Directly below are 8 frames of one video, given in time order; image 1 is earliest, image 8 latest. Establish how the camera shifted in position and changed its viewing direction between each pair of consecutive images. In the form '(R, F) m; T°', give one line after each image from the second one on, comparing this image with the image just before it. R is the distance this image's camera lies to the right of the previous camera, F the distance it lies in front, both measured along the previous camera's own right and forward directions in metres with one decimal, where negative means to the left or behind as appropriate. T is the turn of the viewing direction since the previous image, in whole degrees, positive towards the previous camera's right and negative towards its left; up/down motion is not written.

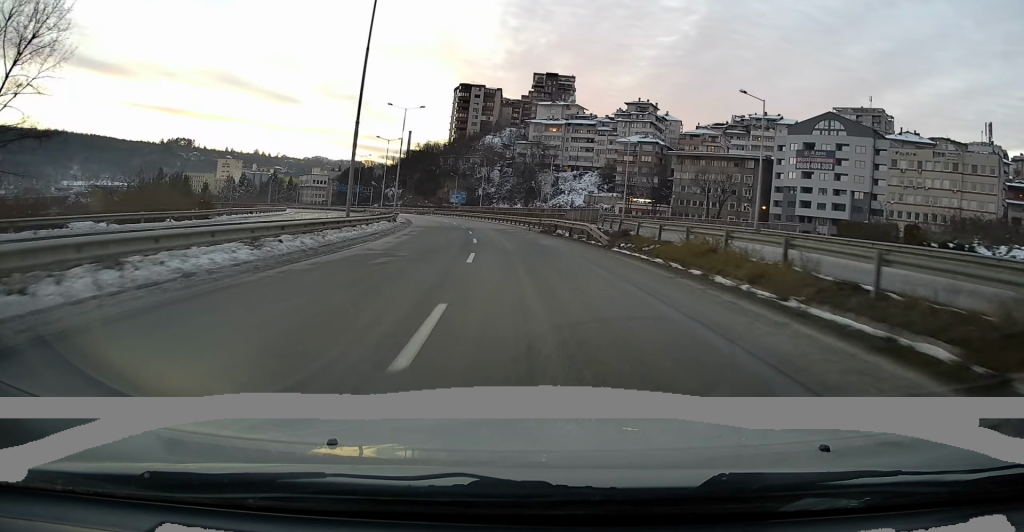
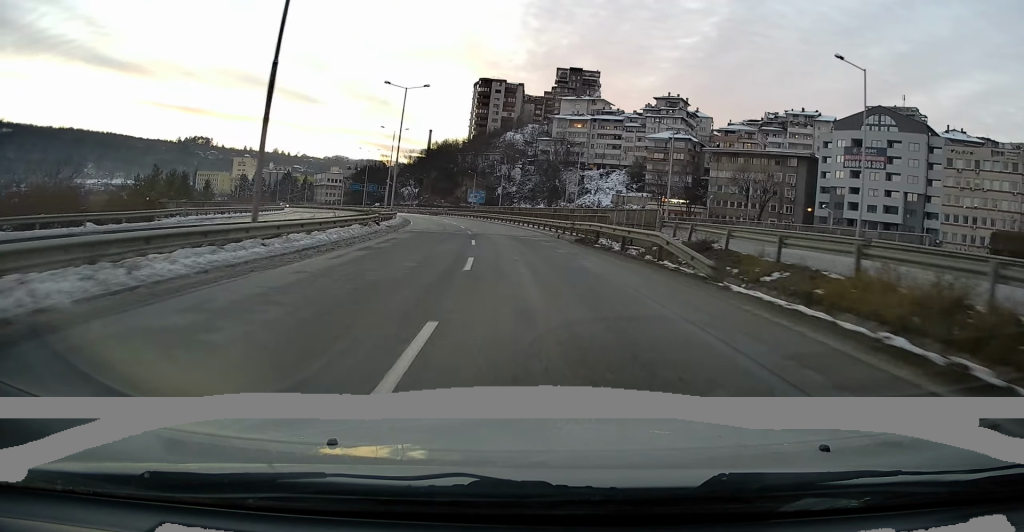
(-0.3, +10.6) m; -2°
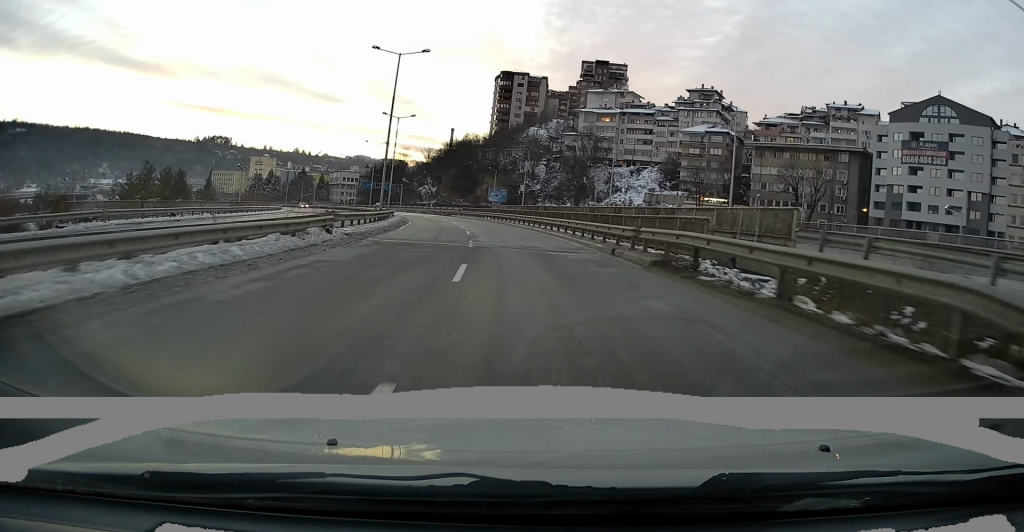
(-0.3, +11.3) m; -2°
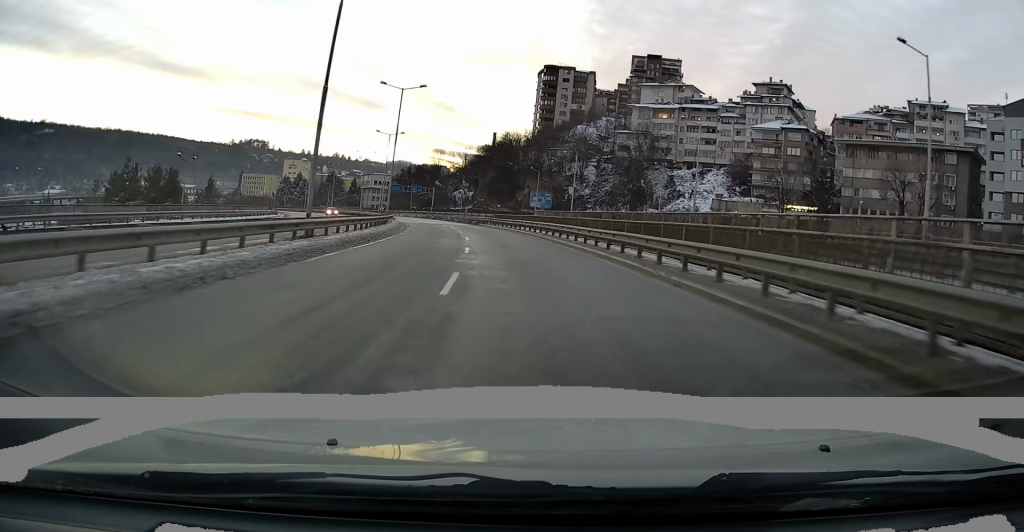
(-0.3, +19.1) m; -2°
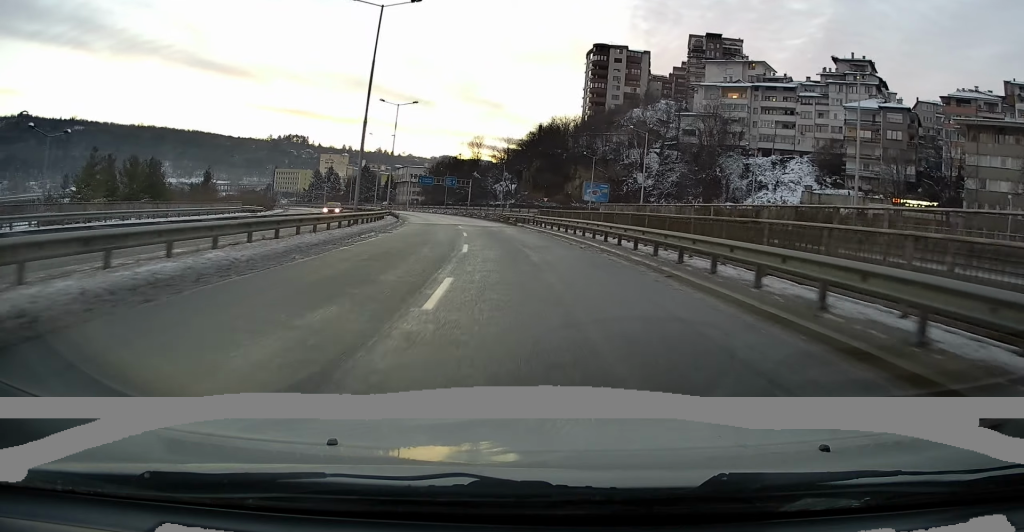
(-0.6, +19.6) m; -4°
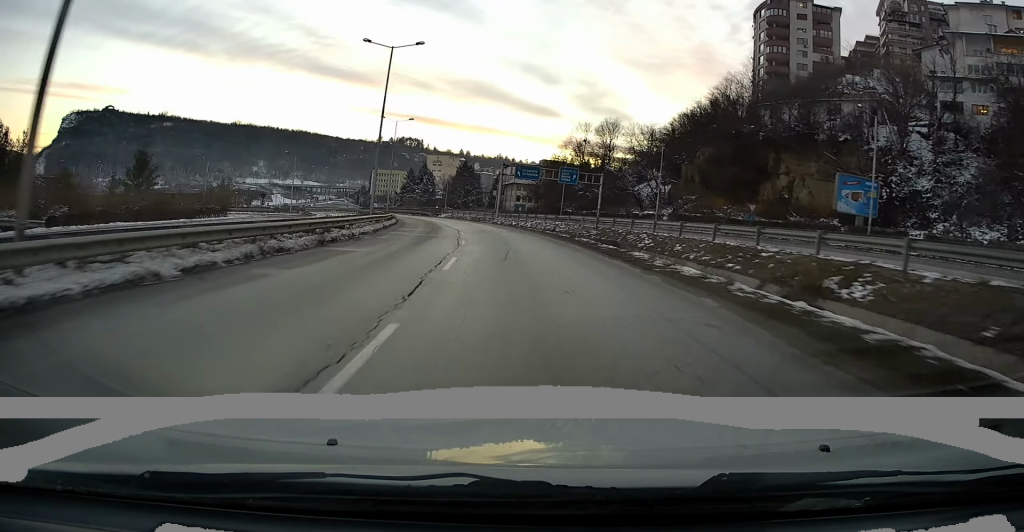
(-5.3, +51.4) m; -11°
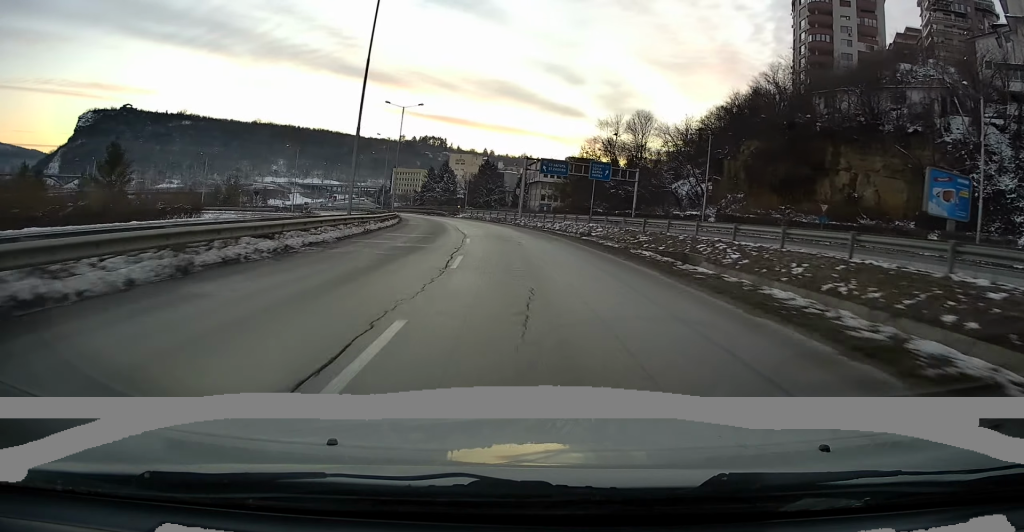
(-0.3, +9.1) m; -2°
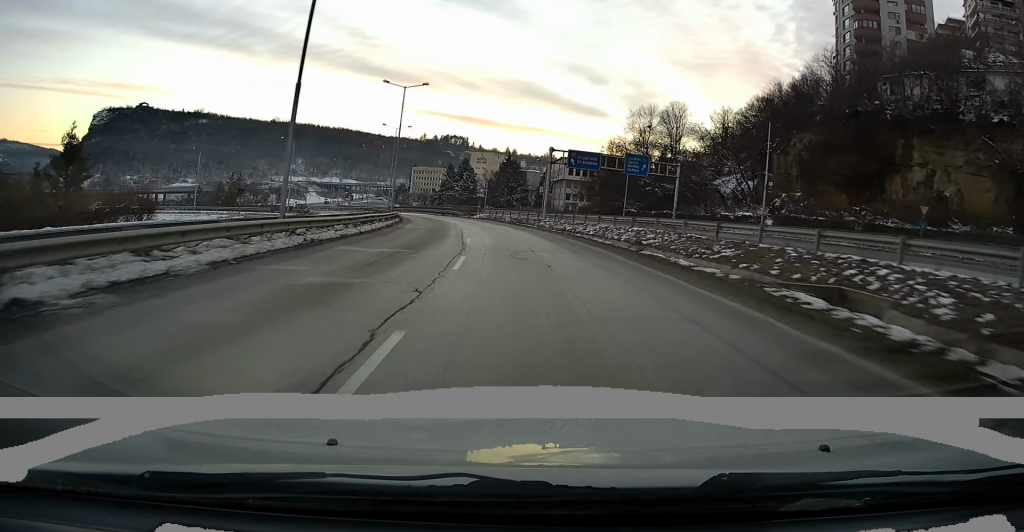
(-0.1, +9.7) m; -2°
